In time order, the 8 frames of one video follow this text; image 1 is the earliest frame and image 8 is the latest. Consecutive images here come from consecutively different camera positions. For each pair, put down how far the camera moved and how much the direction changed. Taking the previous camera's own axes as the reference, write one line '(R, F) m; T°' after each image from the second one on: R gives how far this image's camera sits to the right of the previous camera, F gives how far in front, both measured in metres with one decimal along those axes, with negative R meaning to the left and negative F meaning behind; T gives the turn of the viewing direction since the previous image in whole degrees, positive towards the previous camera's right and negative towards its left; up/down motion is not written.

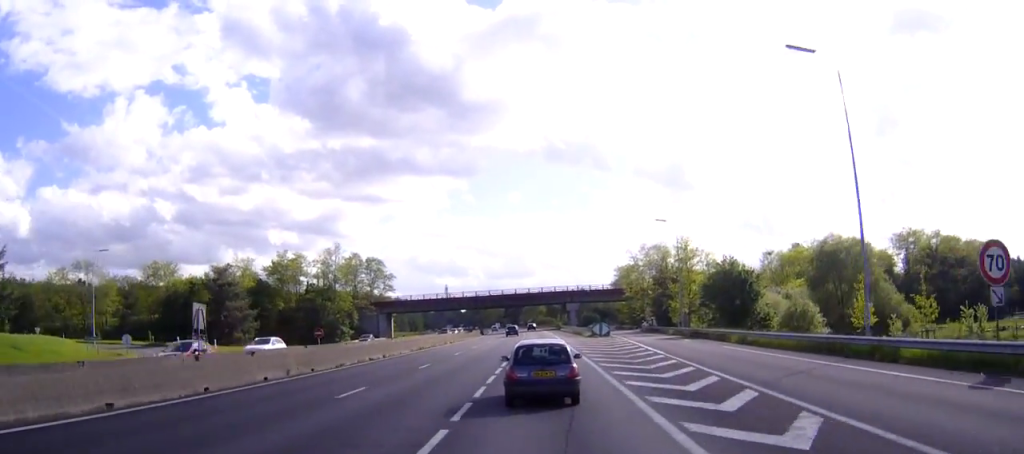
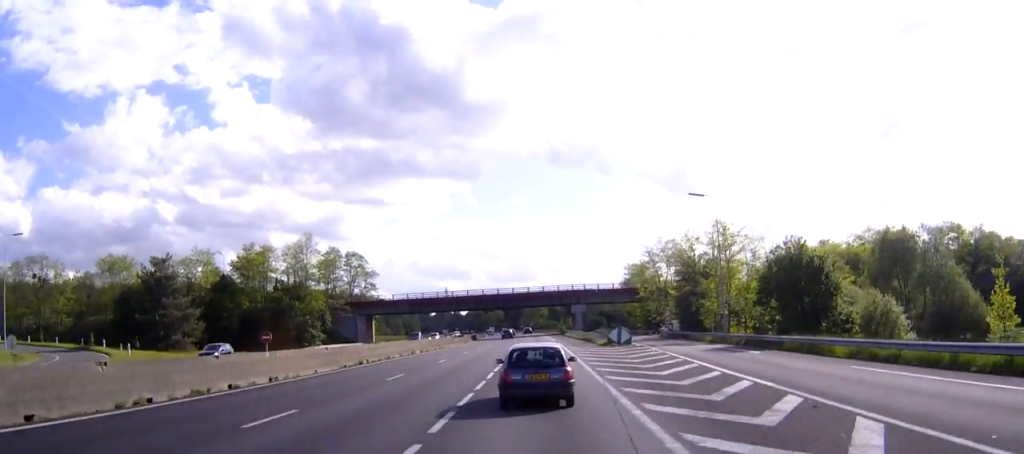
(0.0, +18.8) m; 0°
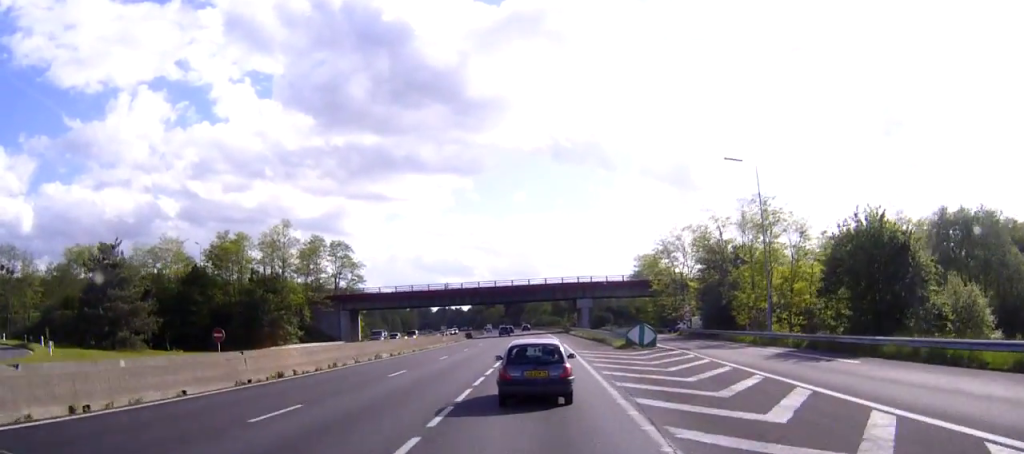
(0.0, +12.5) m; 0°
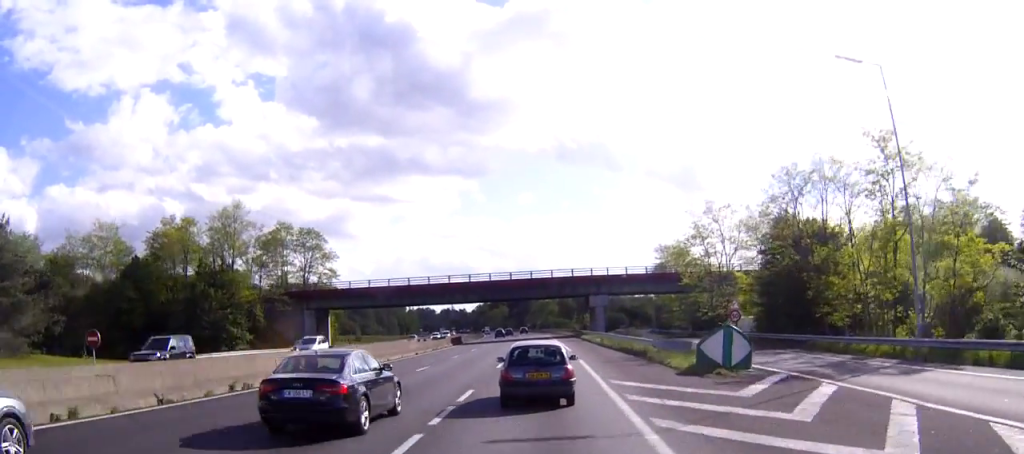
(0.0, +21.0) m; 0°
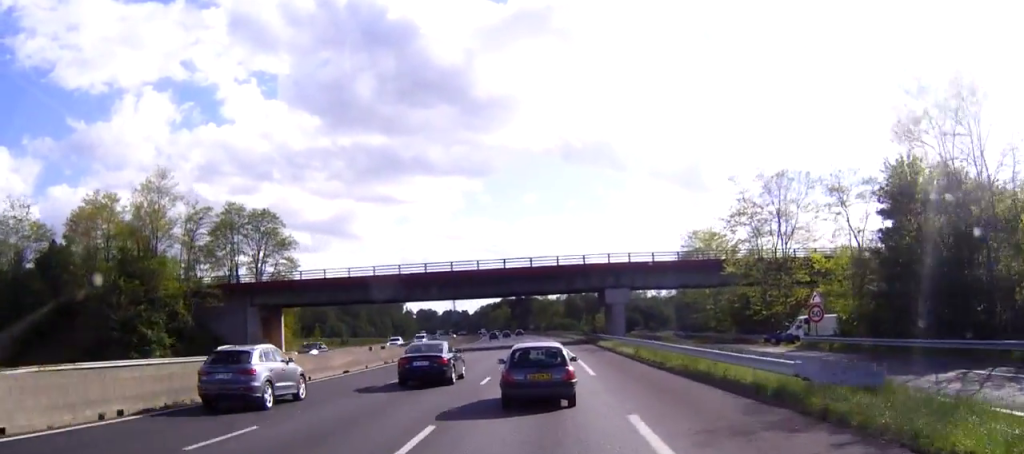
(-0.1, +20.9) m; -1°
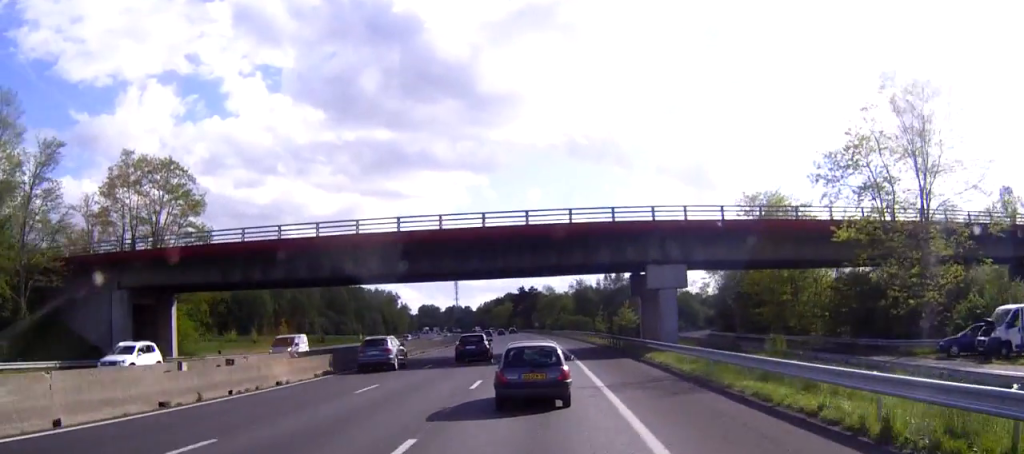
(-0.2, +28.0) m; -1°
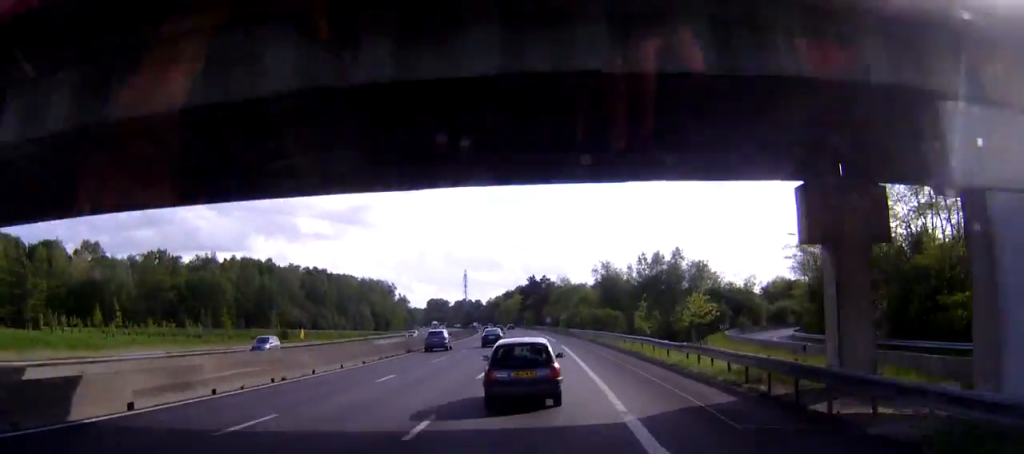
(-0.3, +36.0) m; -1°
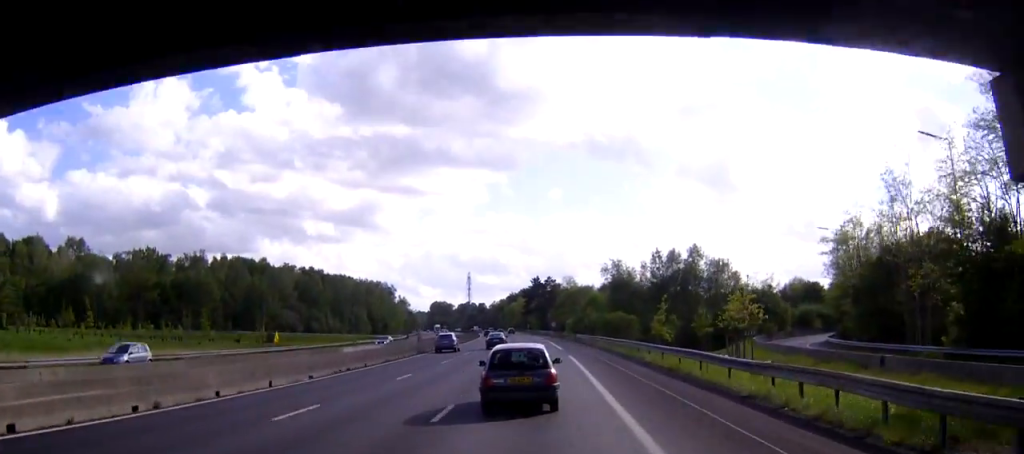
(0.0, +10.3) m; 0°
